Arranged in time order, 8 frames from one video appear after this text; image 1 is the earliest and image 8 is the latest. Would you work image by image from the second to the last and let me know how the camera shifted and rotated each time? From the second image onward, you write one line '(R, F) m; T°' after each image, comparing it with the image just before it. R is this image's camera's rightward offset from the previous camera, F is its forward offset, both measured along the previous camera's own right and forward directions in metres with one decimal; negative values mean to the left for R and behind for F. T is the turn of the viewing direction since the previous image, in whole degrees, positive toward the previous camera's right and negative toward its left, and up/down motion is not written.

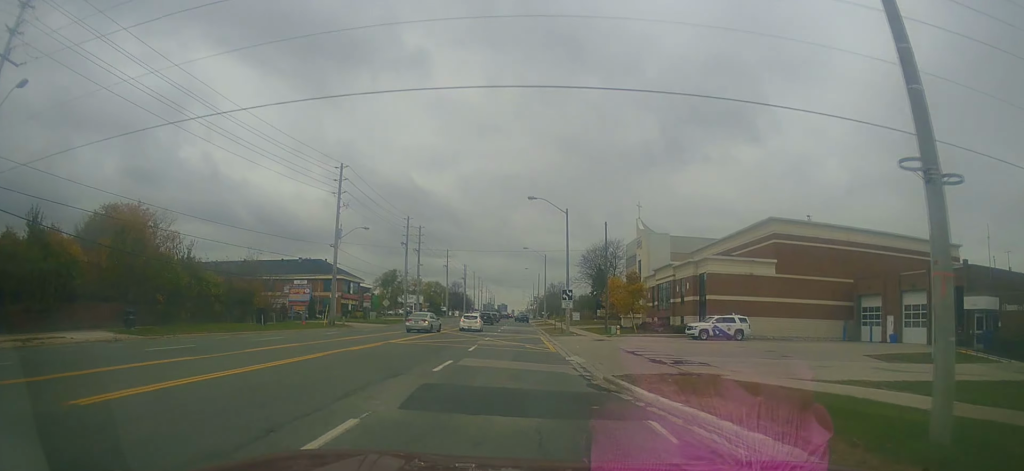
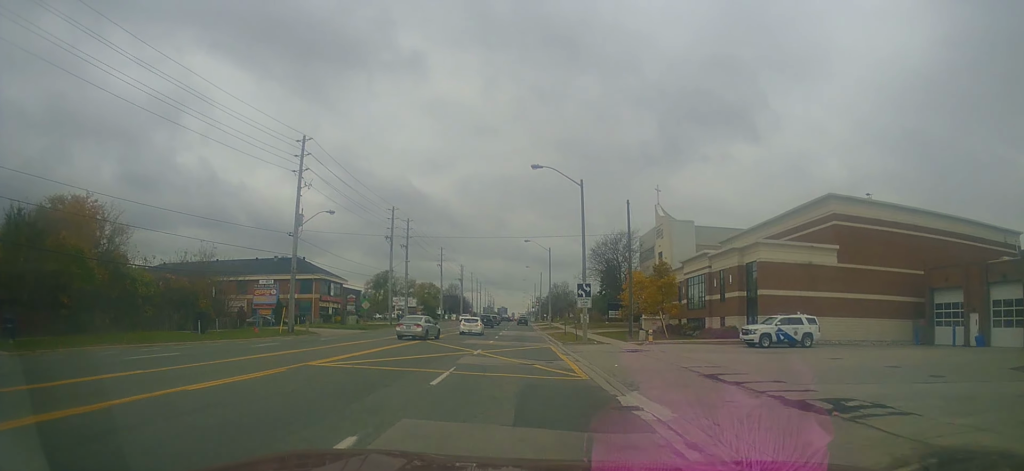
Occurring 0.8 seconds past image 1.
(+0.3, +10.7) m; 0°
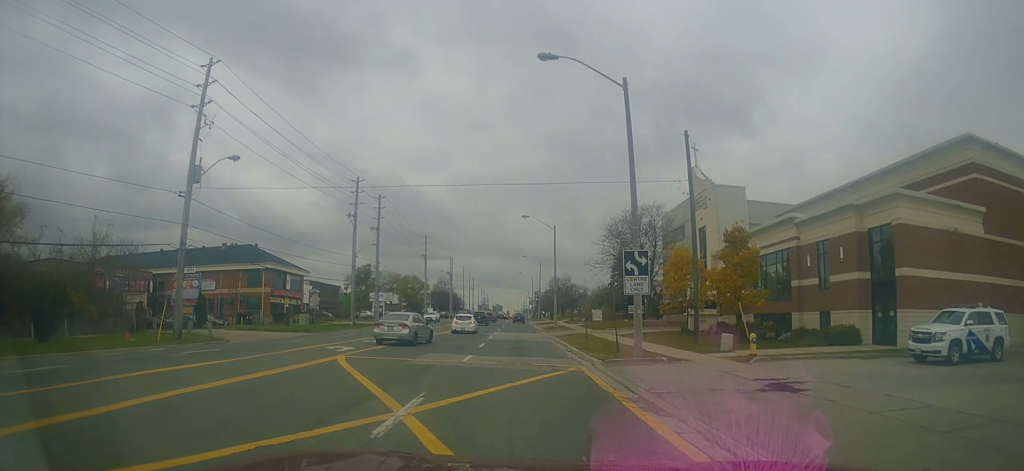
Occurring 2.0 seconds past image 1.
(-0.6, +15.9) m; -2°
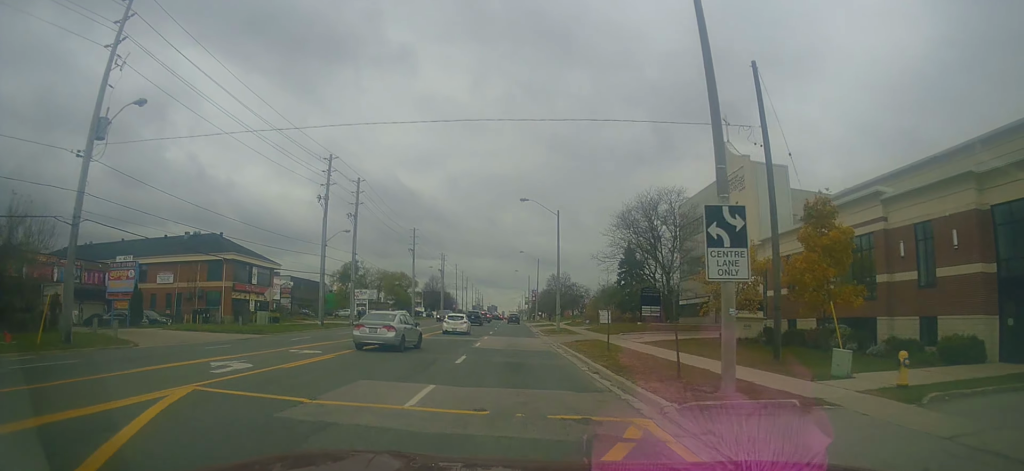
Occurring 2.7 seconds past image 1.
(-0.2, +8.7) m; +1°
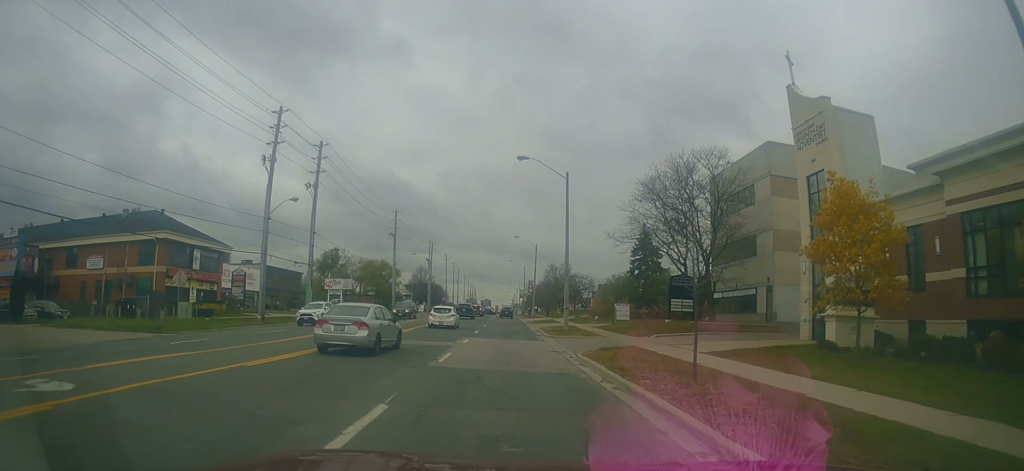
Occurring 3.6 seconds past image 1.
(+0.6, +11.8) m; +2°
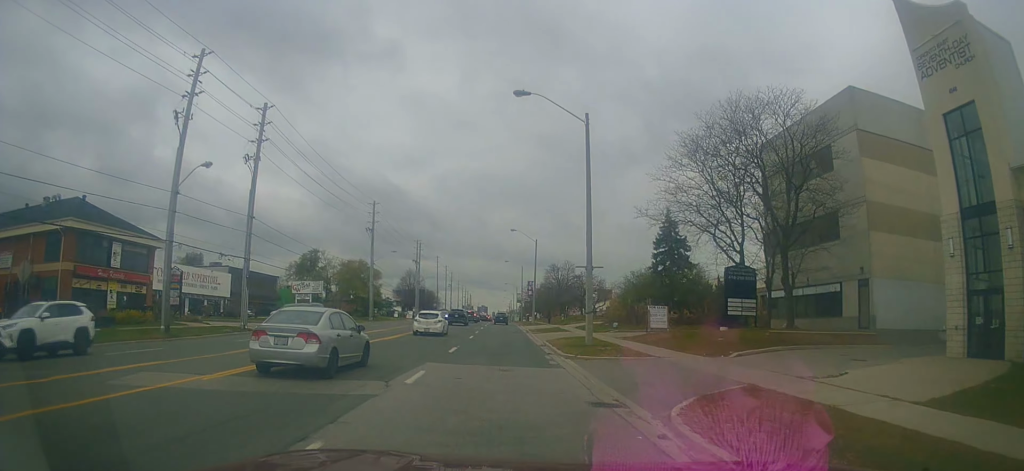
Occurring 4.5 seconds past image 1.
(0.0, +12.2) m; 0°
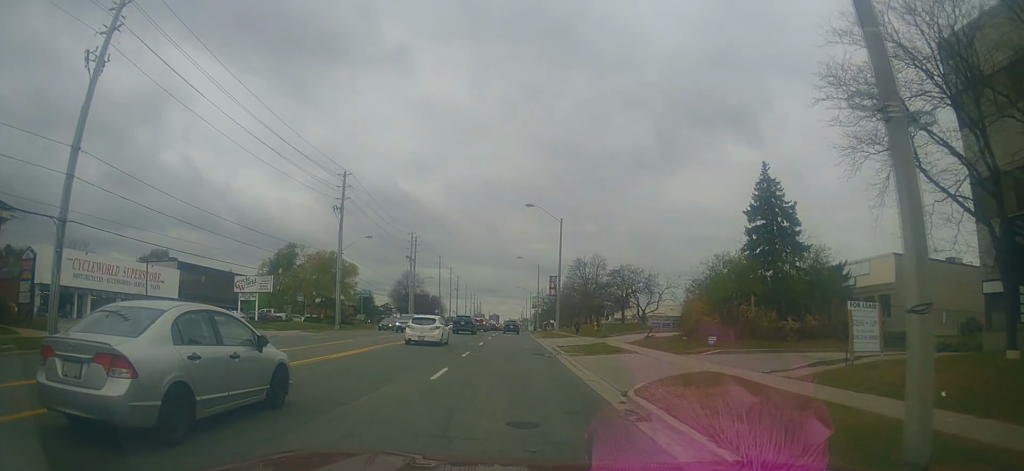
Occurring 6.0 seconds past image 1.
(-0.4, +19.6) m; -3°
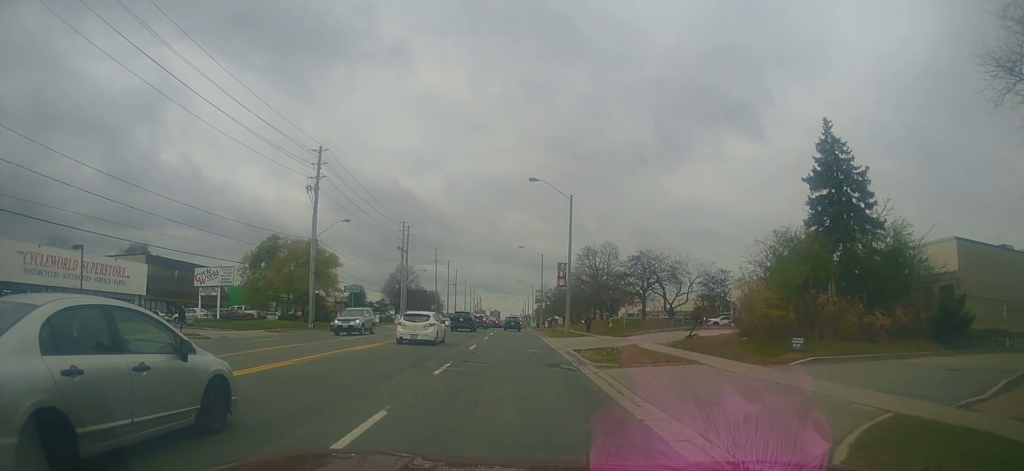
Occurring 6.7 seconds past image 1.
(-0.3, +7.9) m; -1°
